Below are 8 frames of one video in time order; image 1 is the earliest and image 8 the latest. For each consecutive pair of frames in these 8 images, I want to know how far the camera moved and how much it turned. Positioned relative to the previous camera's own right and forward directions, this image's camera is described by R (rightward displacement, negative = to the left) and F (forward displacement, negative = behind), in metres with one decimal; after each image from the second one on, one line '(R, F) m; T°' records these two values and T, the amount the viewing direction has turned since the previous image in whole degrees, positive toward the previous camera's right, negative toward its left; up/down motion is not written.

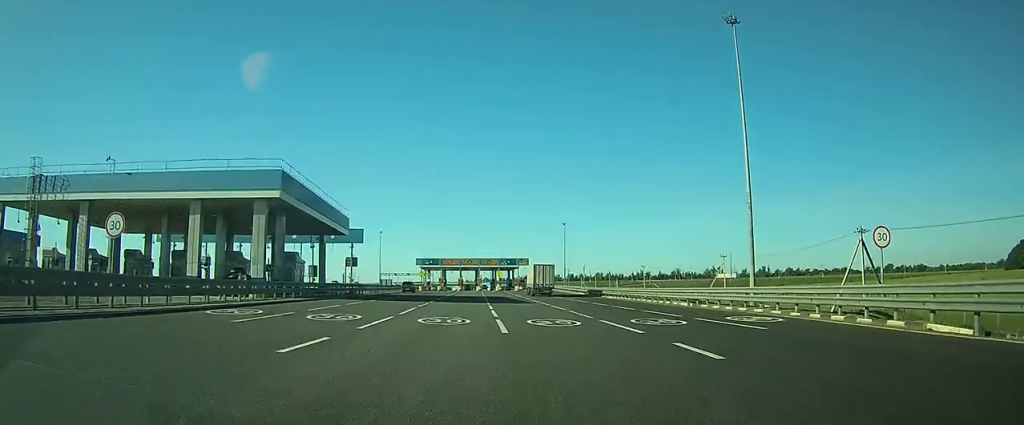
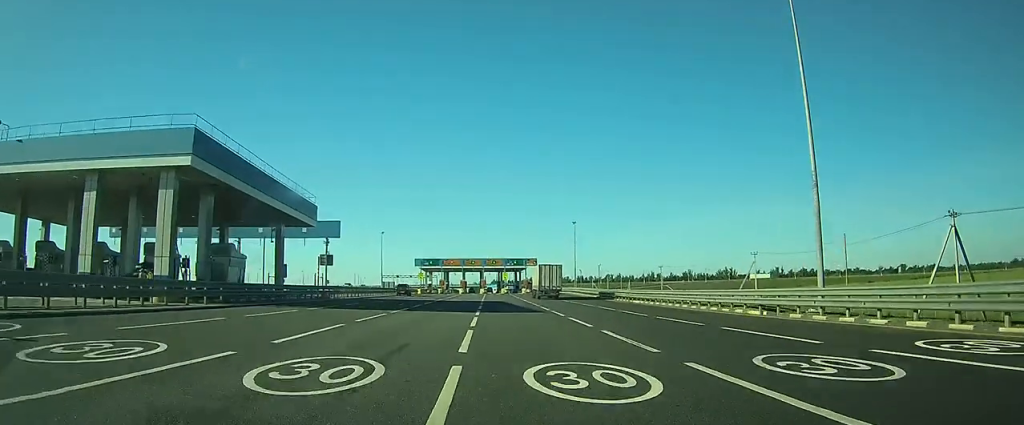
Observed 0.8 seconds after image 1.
(+0.4, +12.3) m; +1°
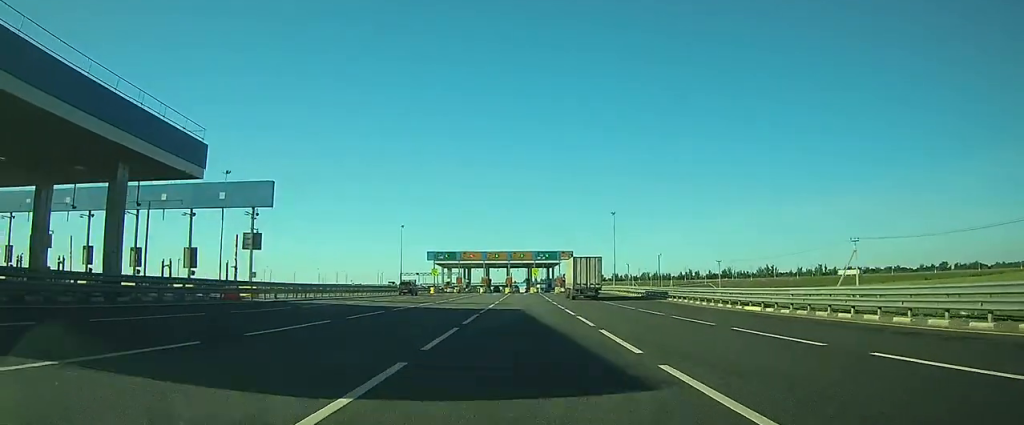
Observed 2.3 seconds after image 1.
(-0.2, +24.2) m; -2°
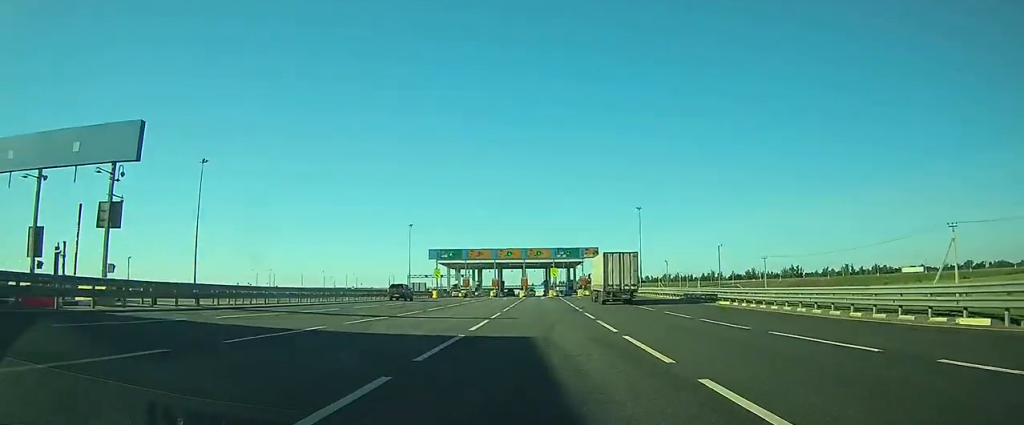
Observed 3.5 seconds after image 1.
(-0.4, +17.4) m; -2°
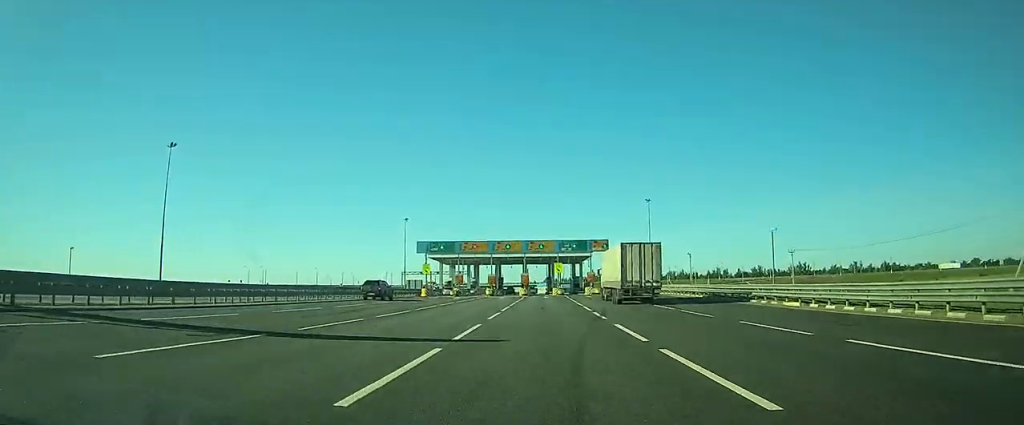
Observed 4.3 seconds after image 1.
(-0.1, +12.1) m; 0°
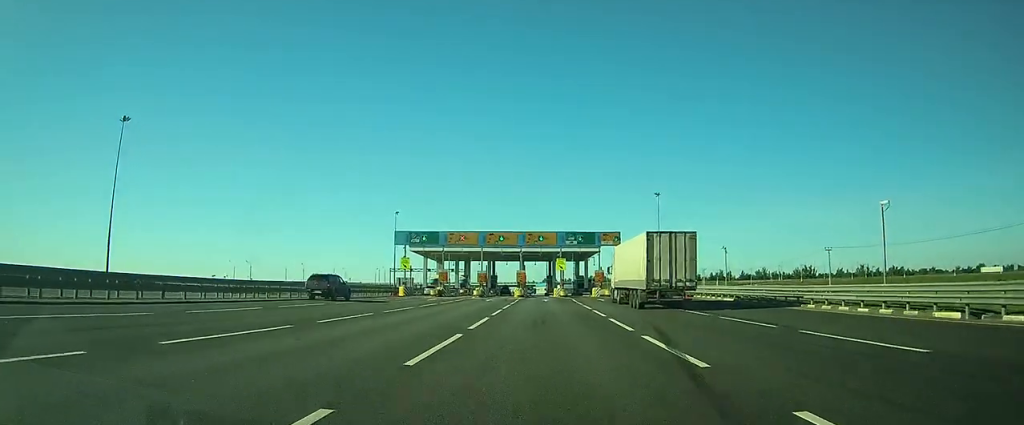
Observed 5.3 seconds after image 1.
(0.0, +14.2) m; 0°
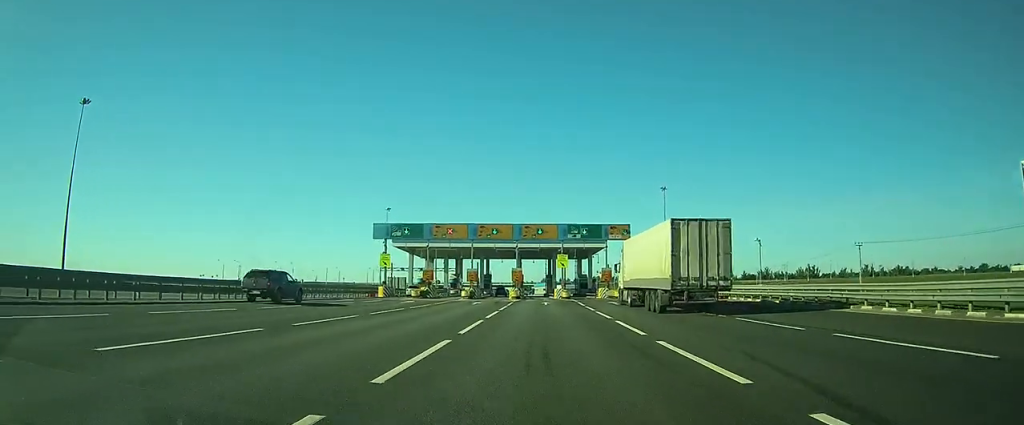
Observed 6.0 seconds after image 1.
(0.0, +9.8) m; 0°
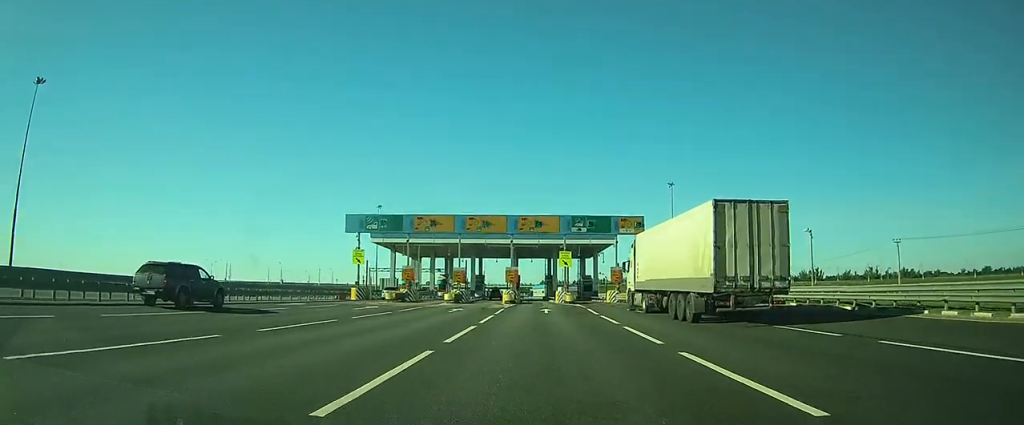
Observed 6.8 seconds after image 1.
(-0.1, +9.9) m; -1°
